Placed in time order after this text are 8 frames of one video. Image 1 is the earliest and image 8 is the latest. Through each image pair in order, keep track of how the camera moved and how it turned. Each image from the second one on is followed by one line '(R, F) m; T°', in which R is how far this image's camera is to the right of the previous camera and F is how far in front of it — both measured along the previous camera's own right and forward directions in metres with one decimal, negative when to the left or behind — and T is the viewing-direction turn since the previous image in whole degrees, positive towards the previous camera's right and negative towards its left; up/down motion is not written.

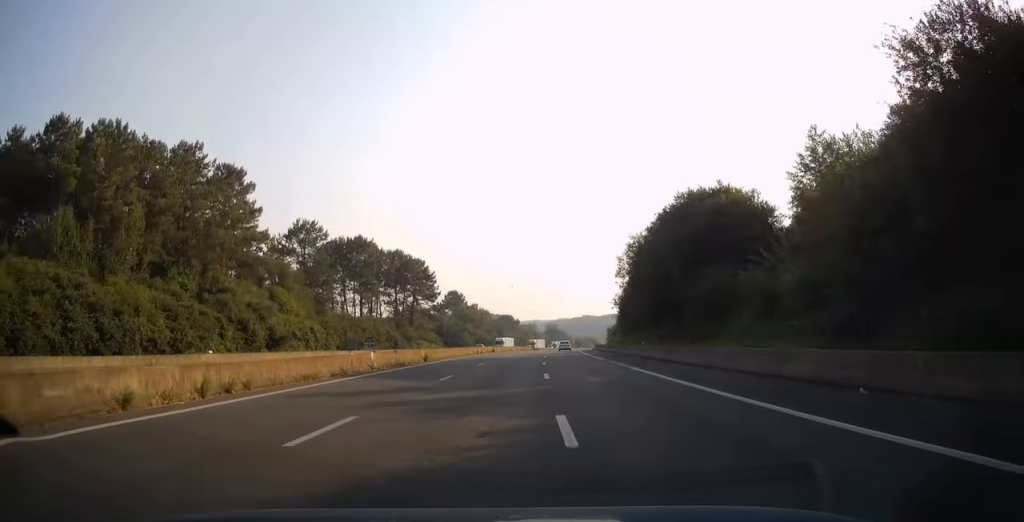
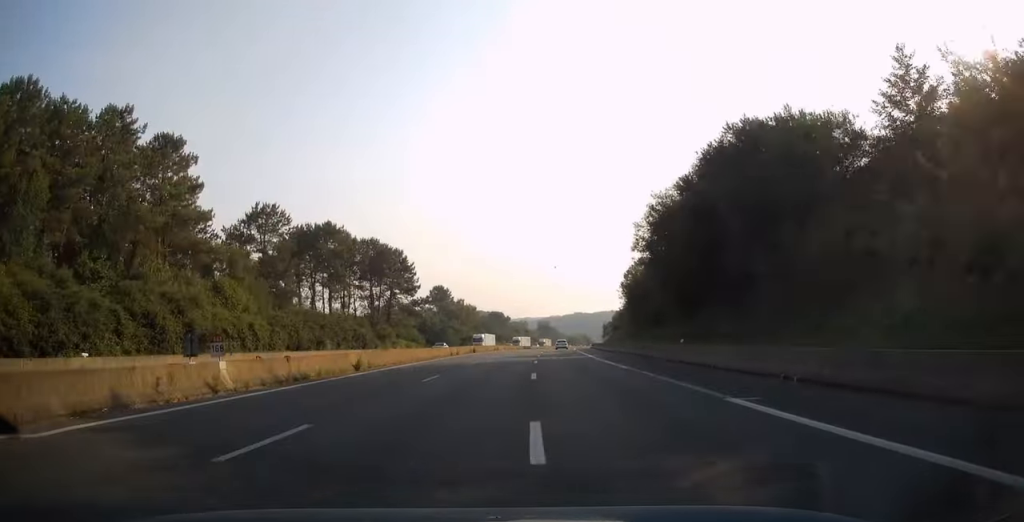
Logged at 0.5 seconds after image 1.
(+0.2, +13.9) m; +1°
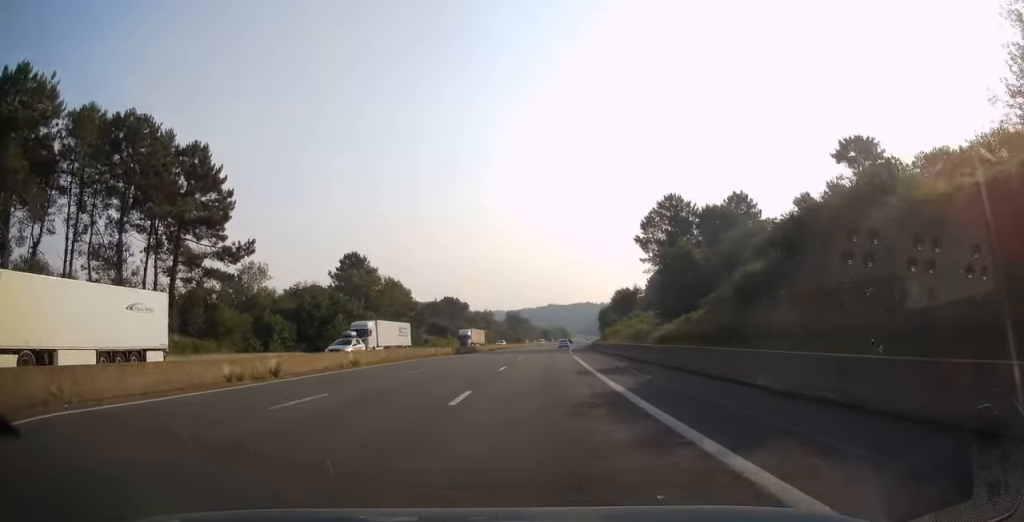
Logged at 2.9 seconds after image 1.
(+1.3, +71.8) m; +2°
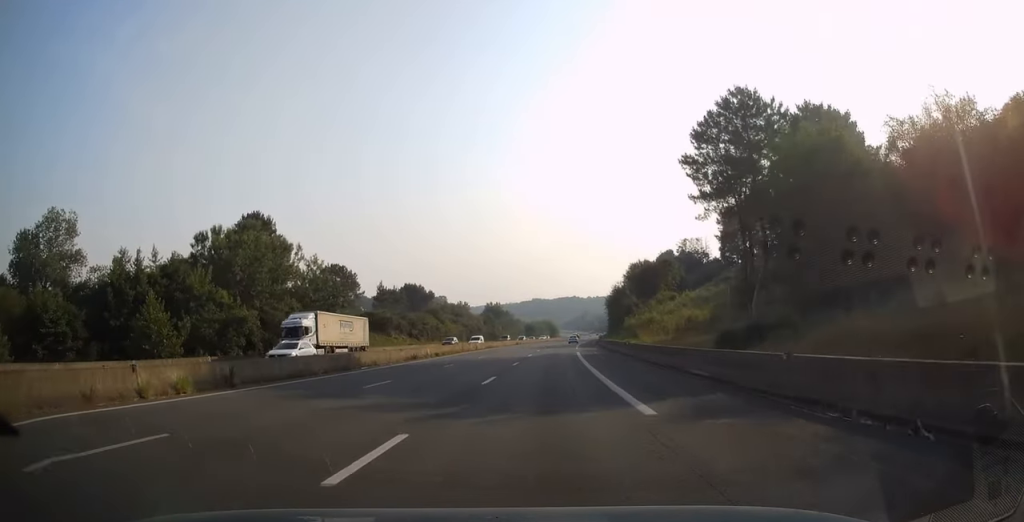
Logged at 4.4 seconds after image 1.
(+0.6, +45.5) m; +2°
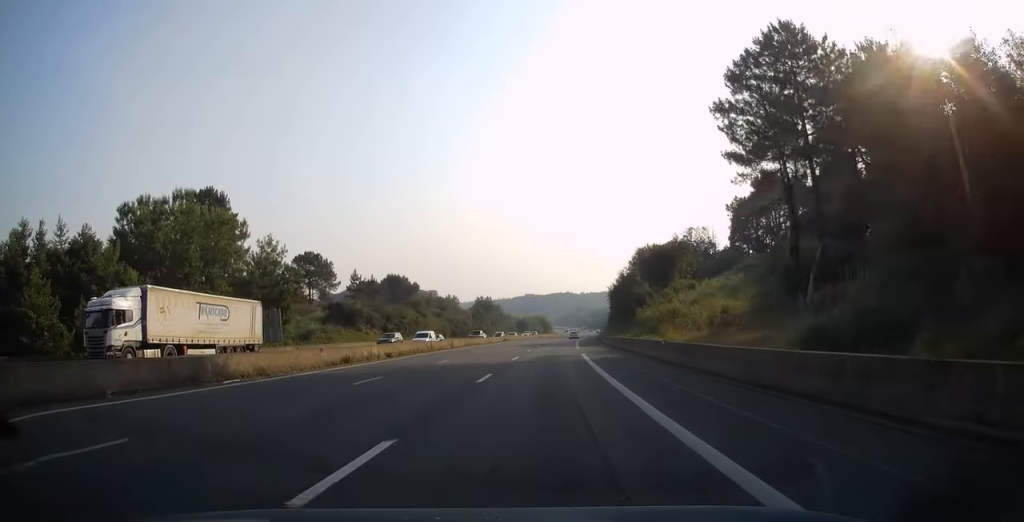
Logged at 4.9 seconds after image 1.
(+0.1, +14.0) m; 0°
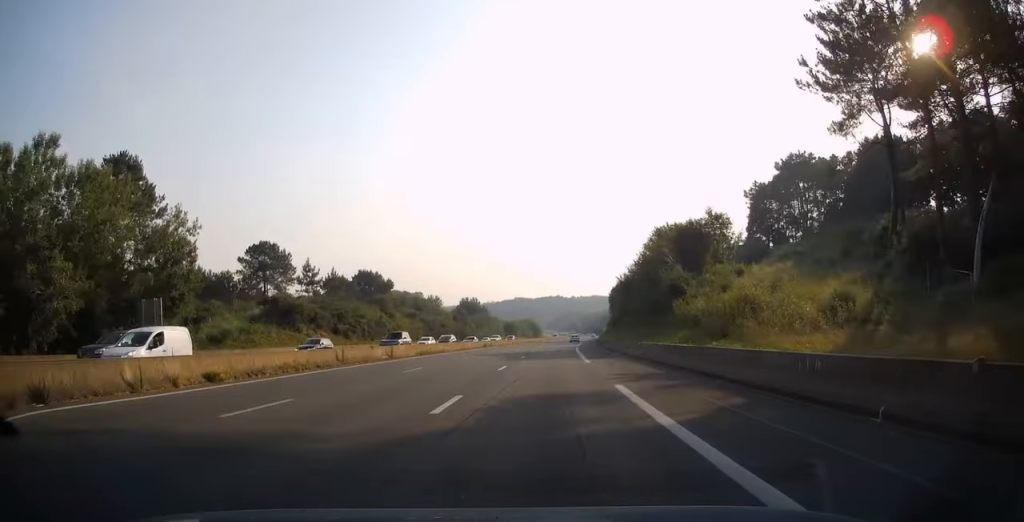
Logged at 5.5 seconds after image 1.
(0.0, +20.0) m; +1°
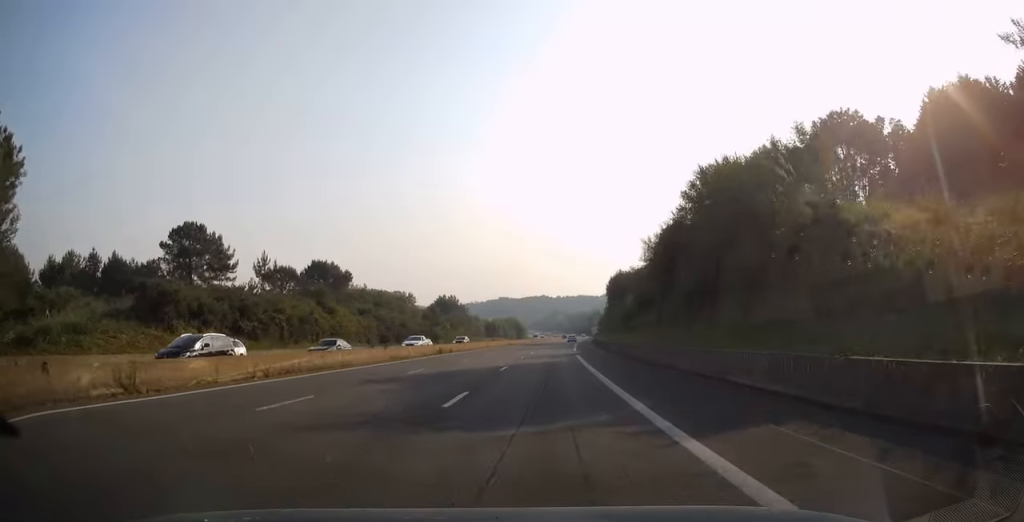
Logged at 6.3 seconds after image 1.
(+0.2, +24.5) m; +2°
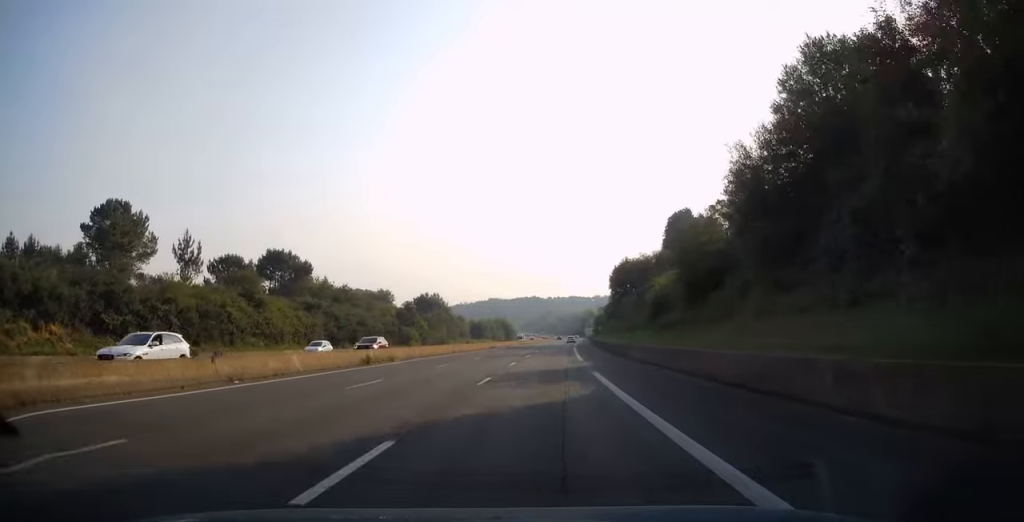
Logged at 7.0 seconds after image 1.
(+0.4, +19.9) m; +1°
